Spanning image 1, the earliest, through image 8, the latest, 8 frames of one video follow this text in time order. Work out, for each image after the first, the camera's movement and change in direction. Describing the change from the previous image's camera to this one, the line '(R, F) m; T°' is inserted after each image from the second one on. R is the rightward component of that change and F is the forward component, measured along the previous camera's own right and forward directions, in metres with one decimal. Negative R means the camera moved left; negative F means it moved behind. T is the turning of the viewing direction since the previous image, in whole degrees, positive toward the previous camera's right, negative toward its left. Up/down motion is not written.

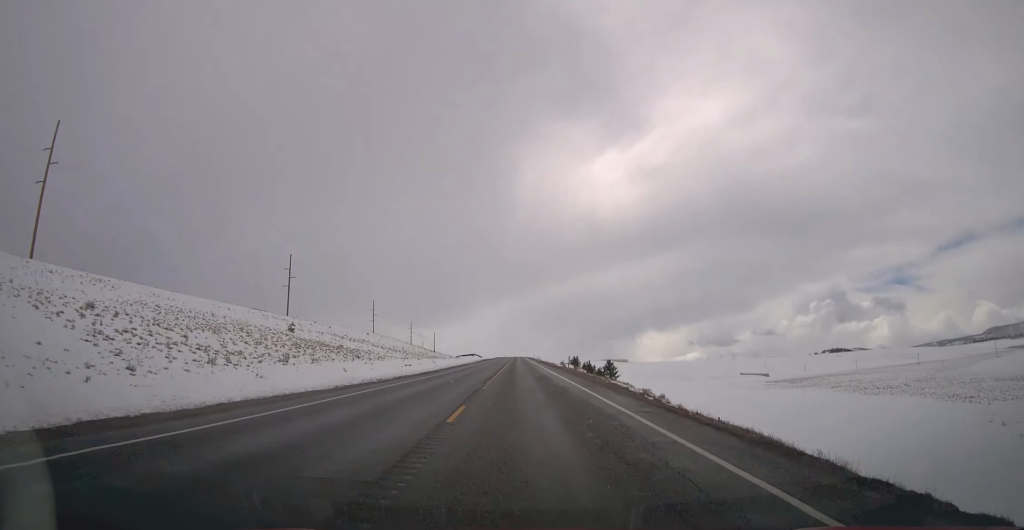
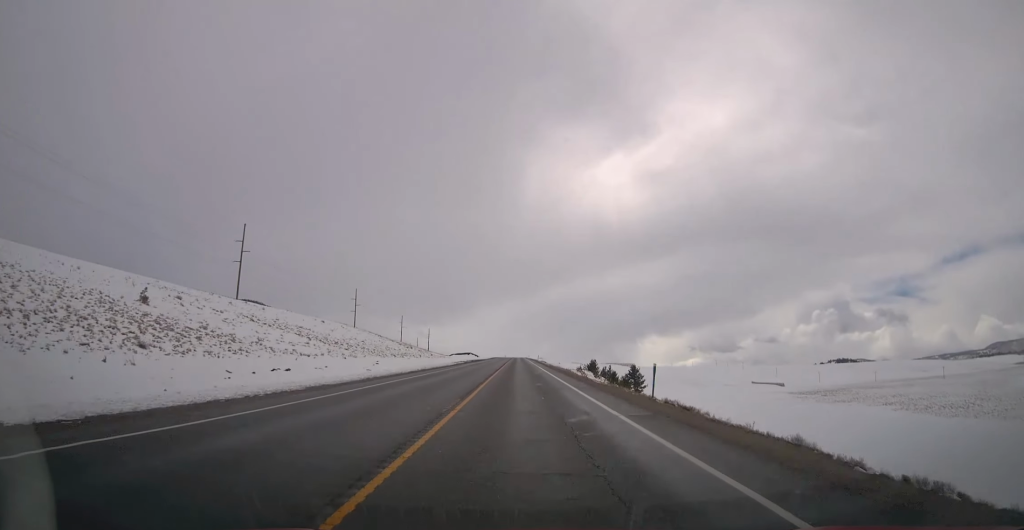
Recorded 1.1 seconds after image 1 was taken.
(+0.1, +31.7) m; -1°
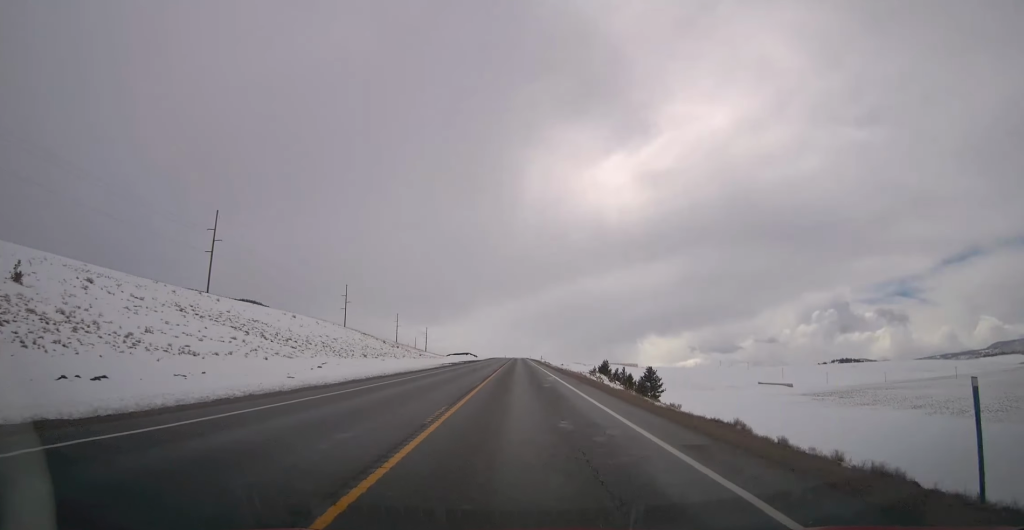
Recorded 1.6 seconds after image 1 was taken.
(-0.3, +14.6) m; 0°
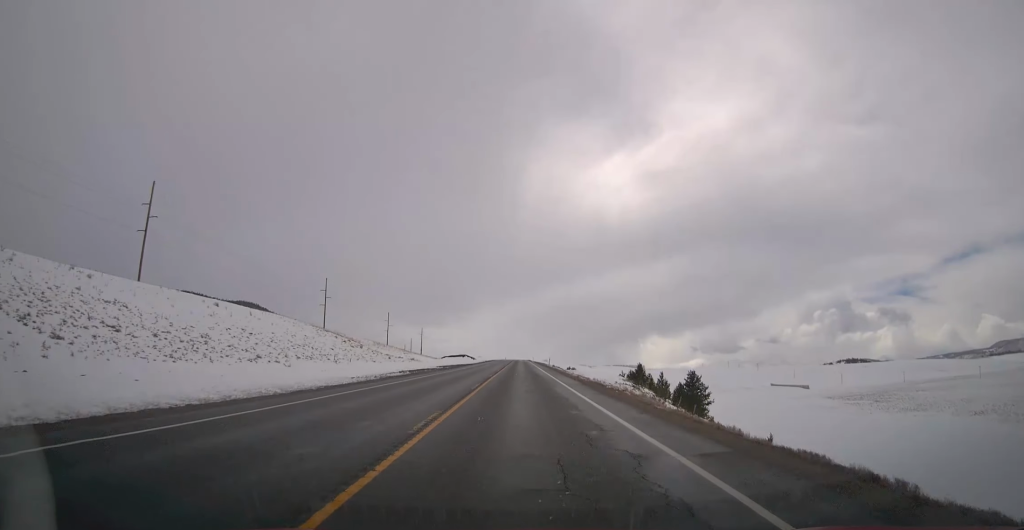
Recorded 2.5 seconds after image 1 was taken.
(-0.1, +25.2) m; 0°
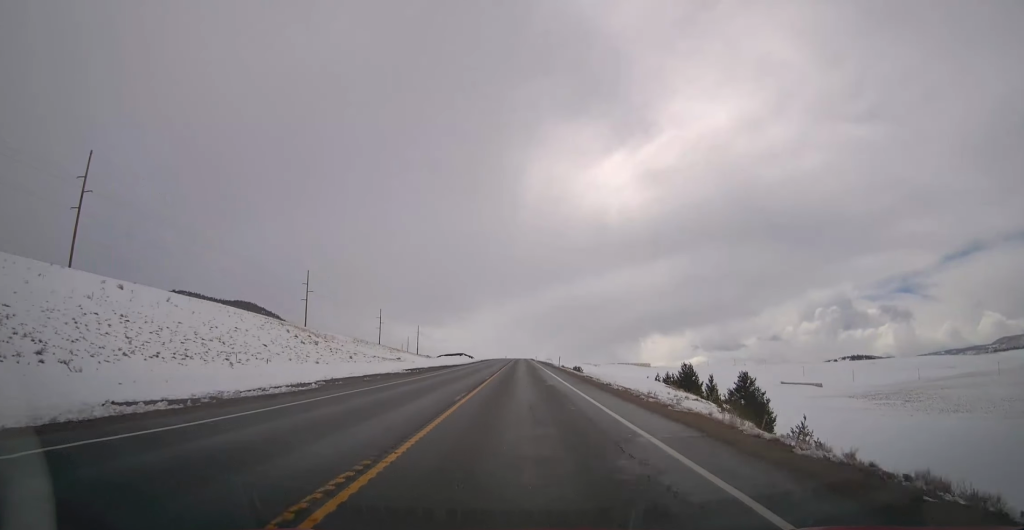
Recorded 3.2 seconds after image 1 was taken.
(+0.3, +19.0) m; 0°
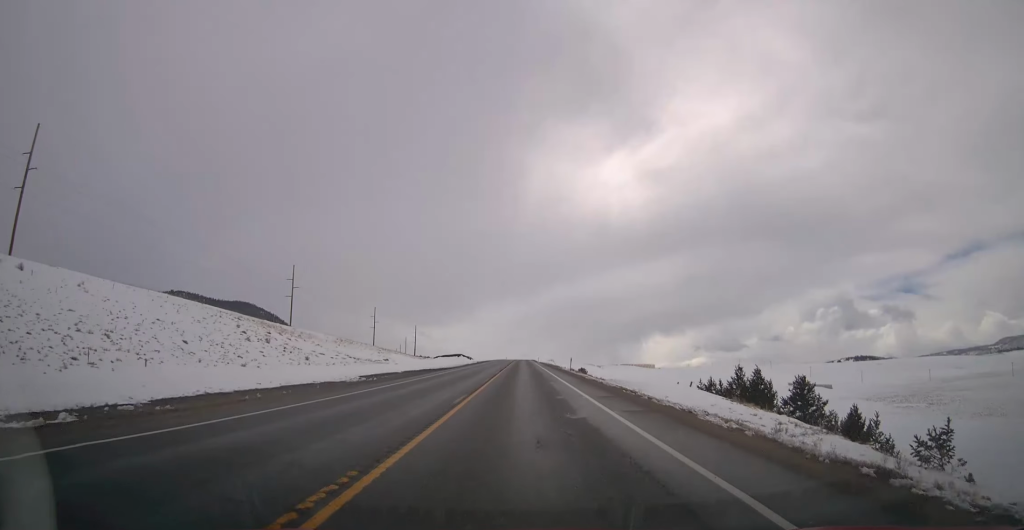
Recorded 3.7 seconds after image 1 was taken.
(-0.1, +12.3) m; 0°
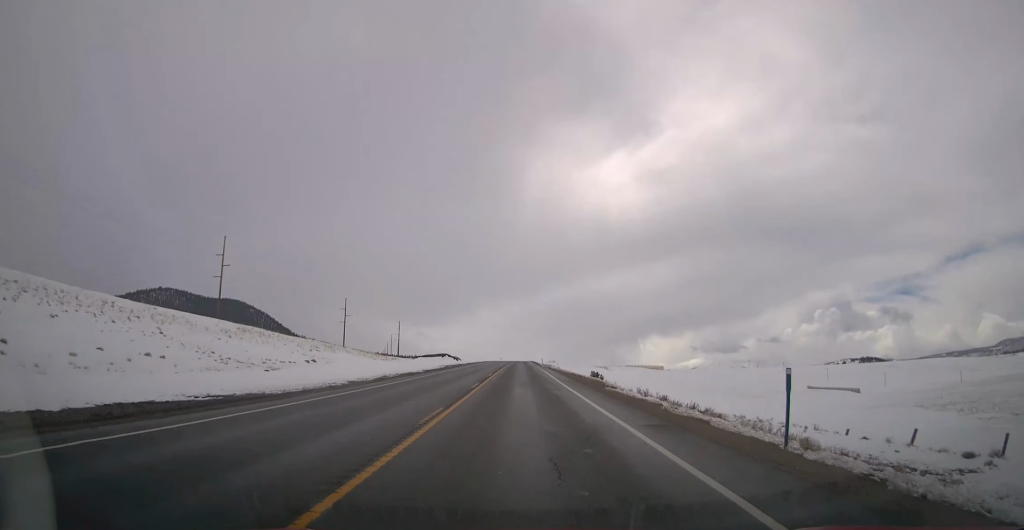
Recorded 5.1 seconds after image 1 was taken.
(-0.2, +40.3) m; -1°
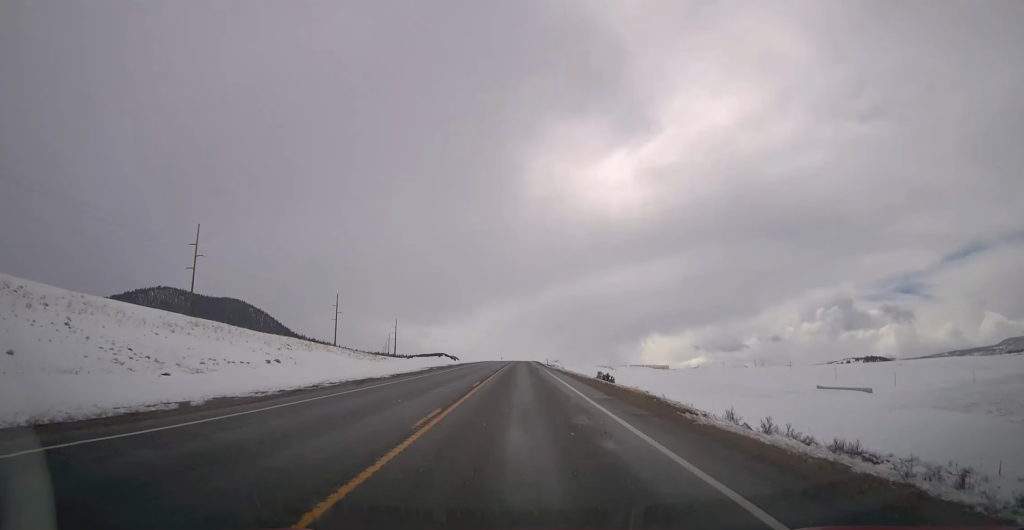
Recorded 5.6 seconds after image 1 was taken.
(-0.2, +12.6) m; 0°
